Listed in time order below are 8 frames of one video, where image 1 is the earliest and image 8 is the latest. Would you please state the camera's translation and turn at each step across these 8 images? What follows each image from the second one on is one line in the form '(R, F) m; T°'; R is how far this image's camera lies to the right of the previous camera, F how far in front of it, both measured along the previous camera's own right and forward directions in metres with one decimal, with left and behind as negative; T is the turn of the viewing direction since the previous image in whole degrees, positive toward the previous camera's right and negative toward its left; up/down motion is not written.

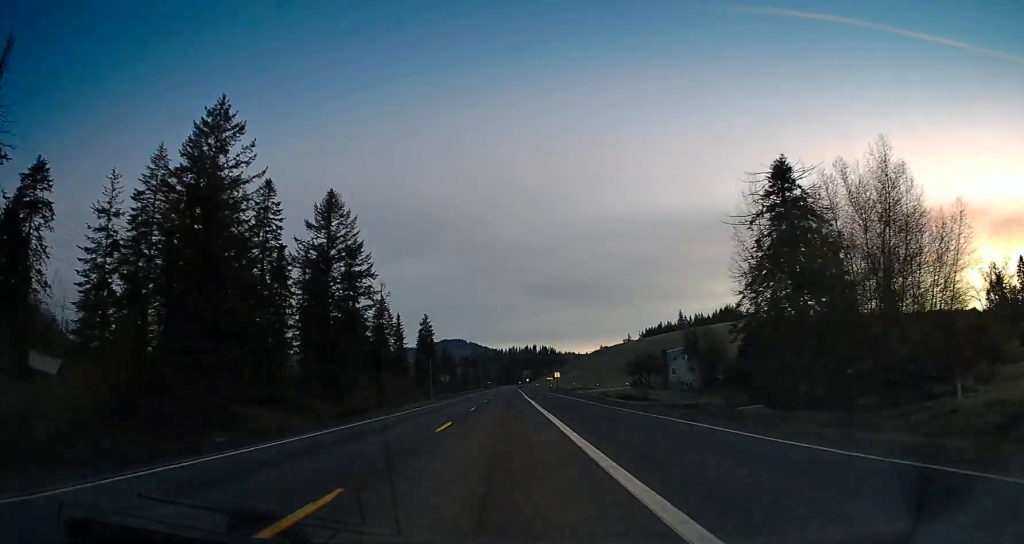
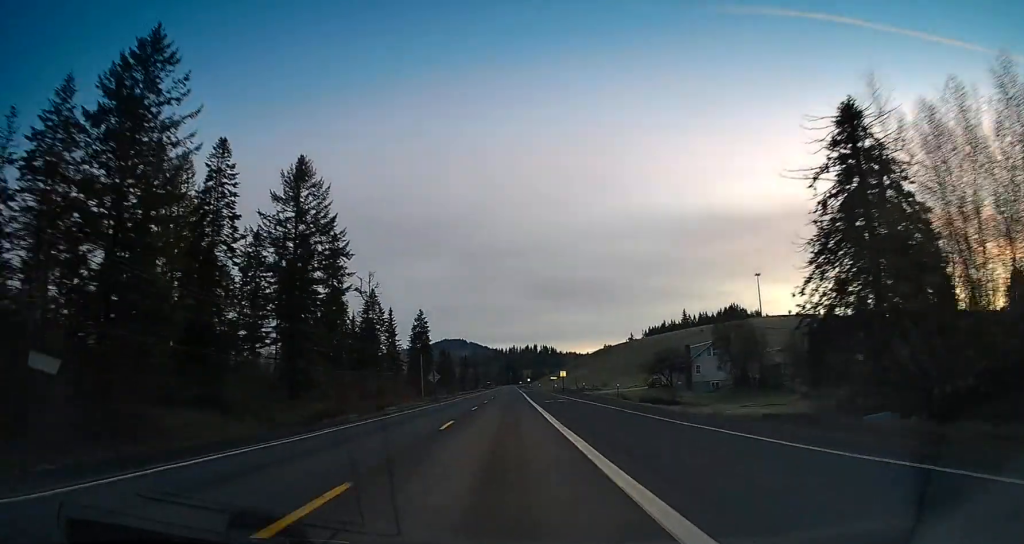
(+0.1, +14.2) m; -1°
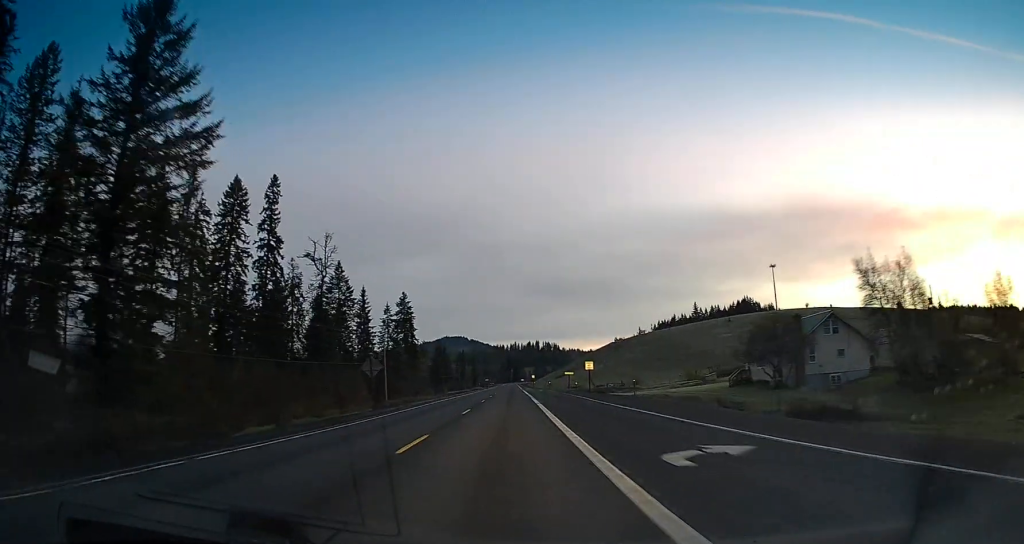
(-0.4, +37.3) m; 0°
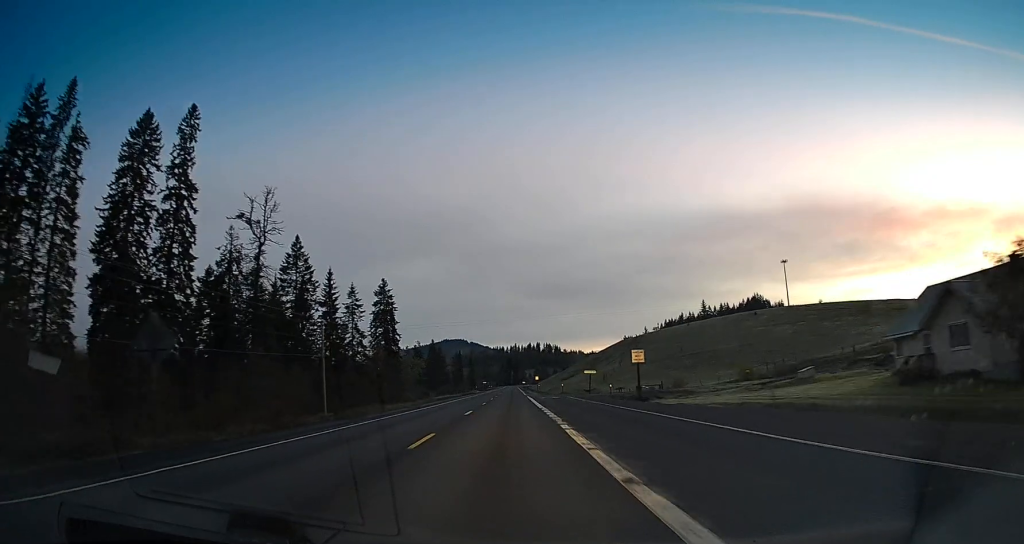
(+0.4, +29.2) m; +1°
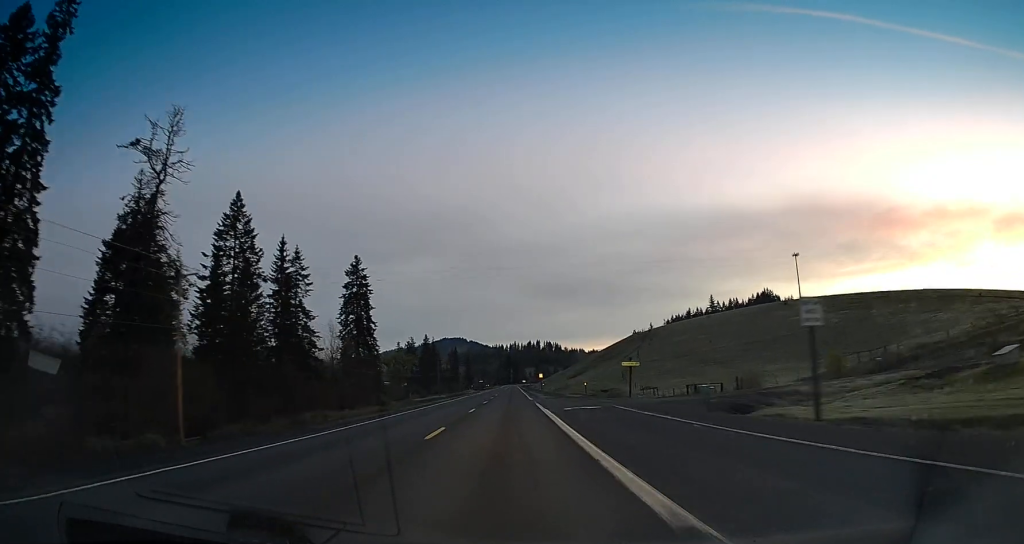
(-0.2, +27.5) m; -1°
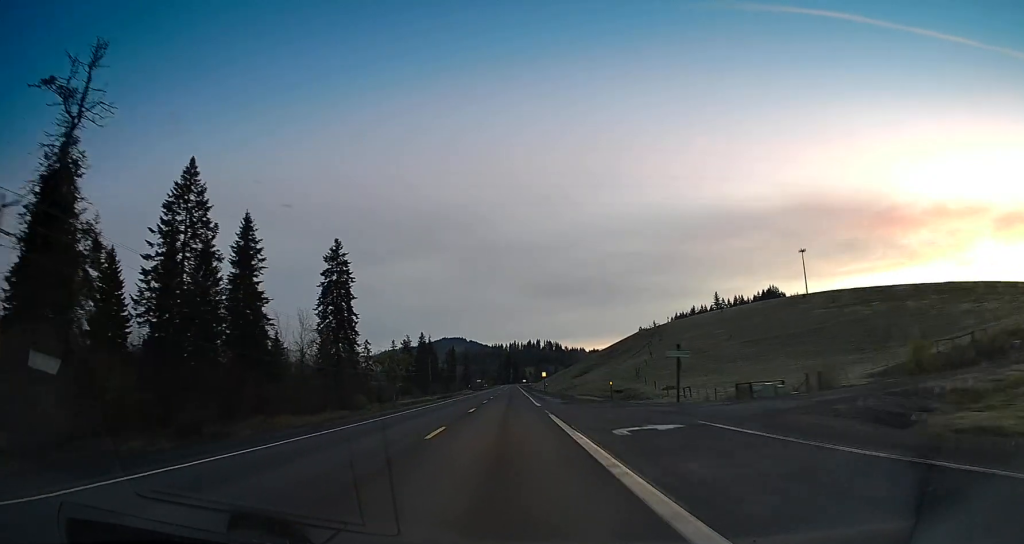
(-0.2, +15.1) m; -1°
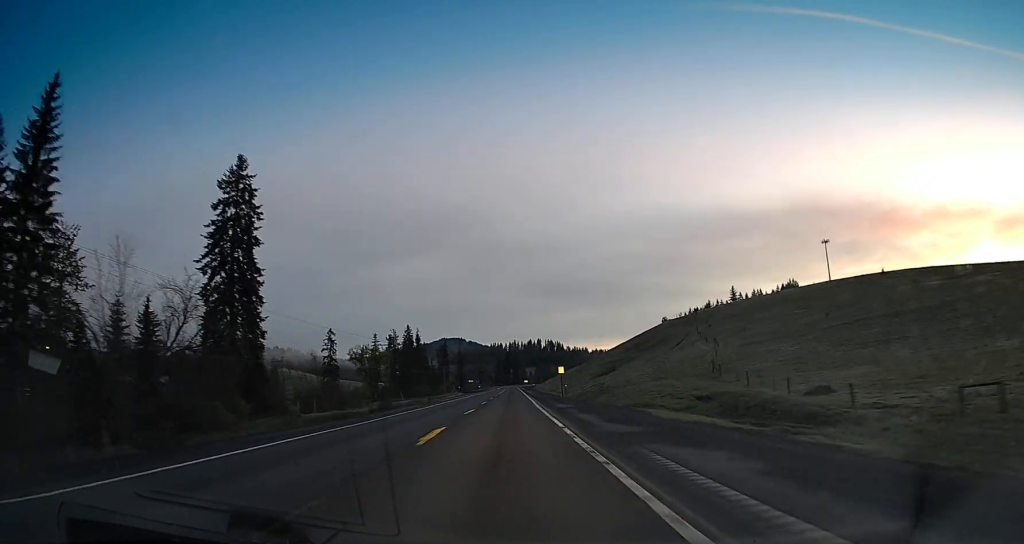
(-0.1, +45.3) m; 0°
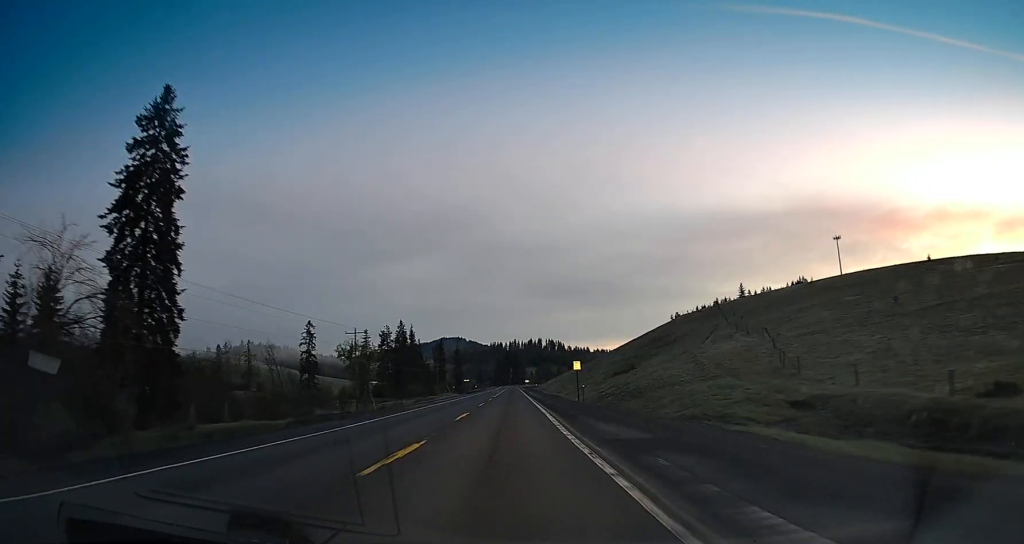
(+0.1, +19.6) m; +1°
